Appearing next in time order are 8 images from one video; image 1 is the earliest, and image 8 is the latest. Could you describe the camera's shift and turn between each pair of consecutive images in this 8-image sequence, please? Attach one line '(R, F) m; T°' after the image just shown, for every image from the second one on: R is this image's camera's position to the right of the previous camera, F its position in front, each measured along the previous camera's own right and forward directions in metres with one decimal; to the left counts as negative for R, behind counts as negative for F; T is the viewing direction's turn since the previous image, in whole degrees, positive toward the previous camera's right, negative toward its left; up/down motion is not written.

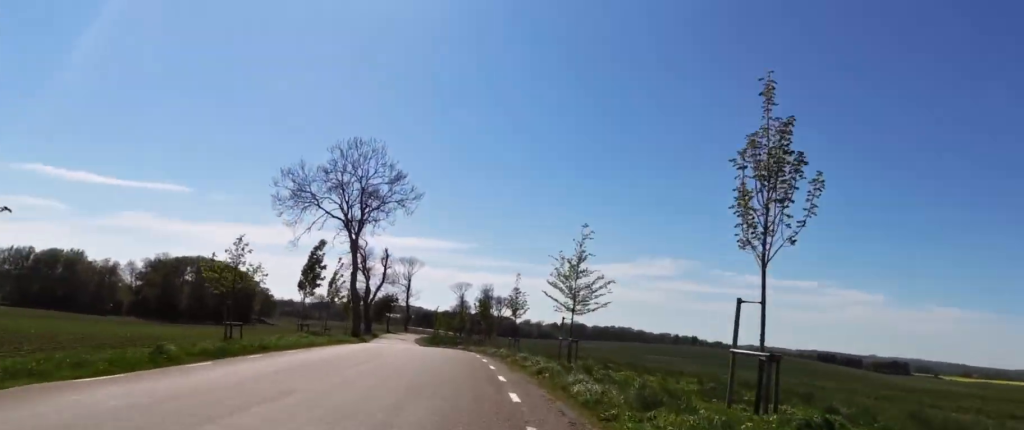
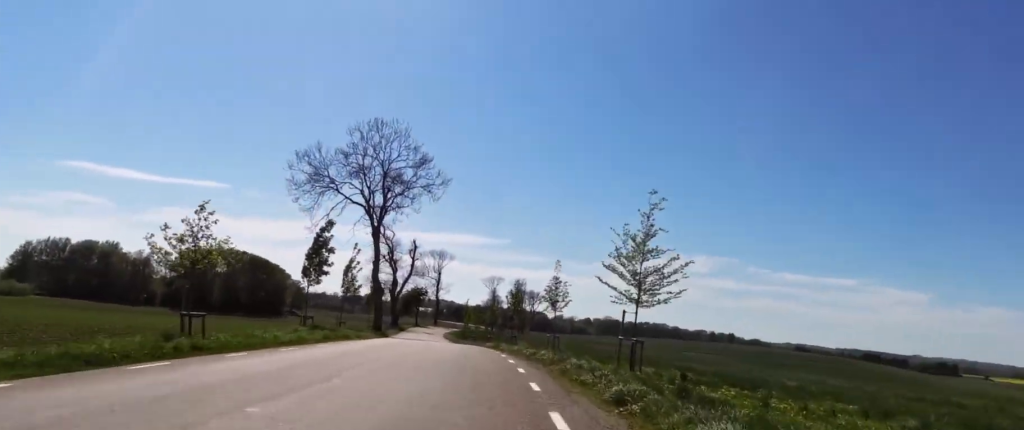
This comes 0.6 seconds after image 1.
(-0.7, +5.4) m; -5°
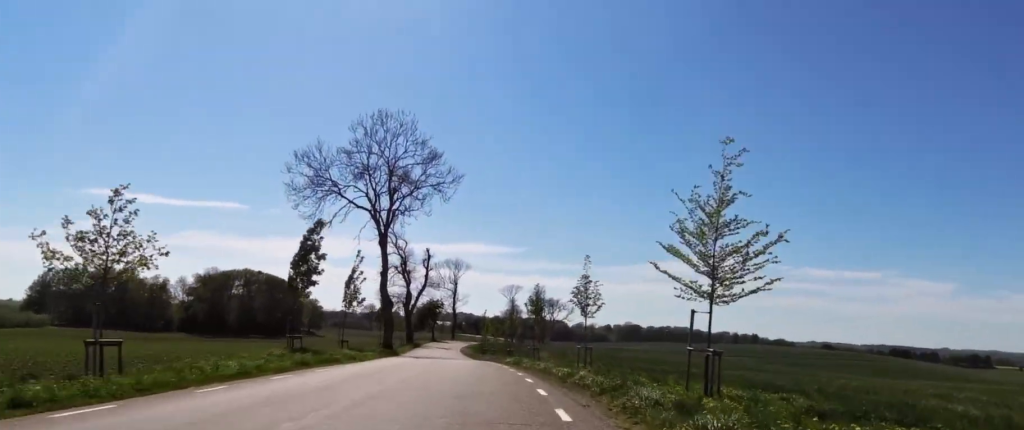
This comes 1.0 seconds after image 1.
(-0.4, +4.6) m; -5°
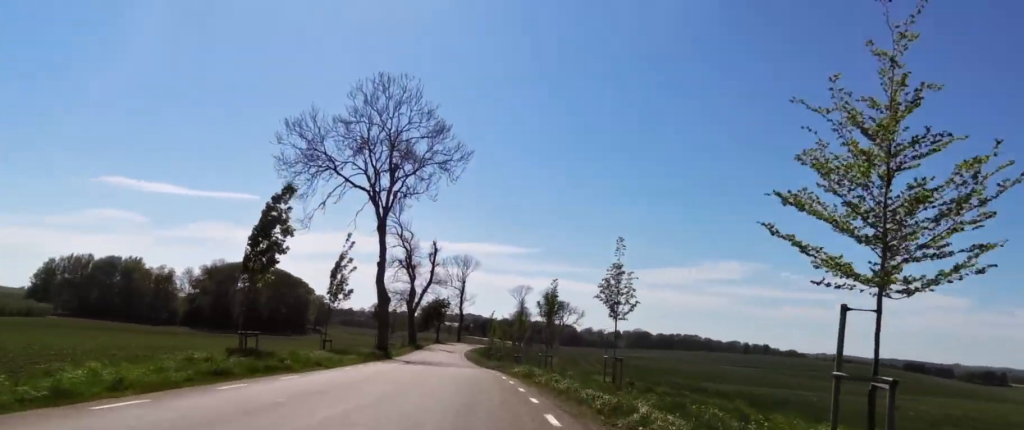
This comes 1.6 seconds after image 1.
(0.0, +5.4) m; 0°
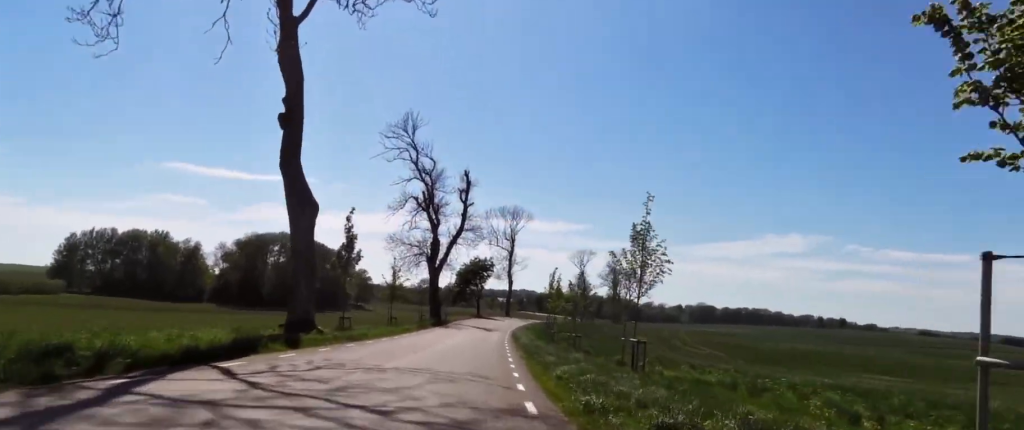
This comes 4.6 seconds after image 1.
(-0.1, +29.0) m; -5°
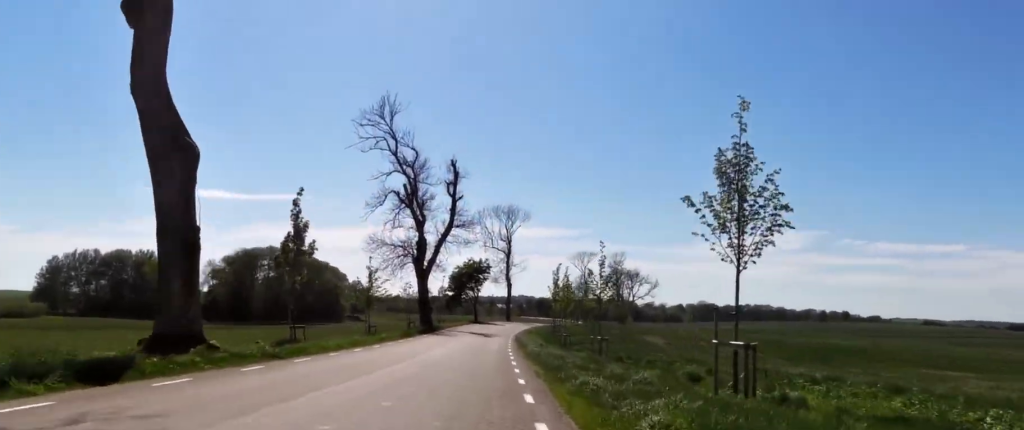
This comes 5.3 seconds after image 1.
(-0.2, +7.5) m; -3°
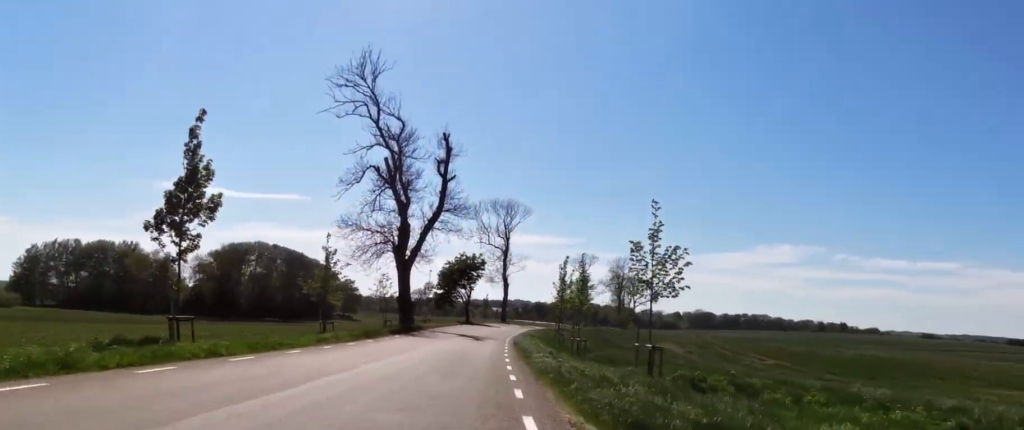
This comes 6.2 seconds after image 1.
(-0.8, +8.5) m; +2°
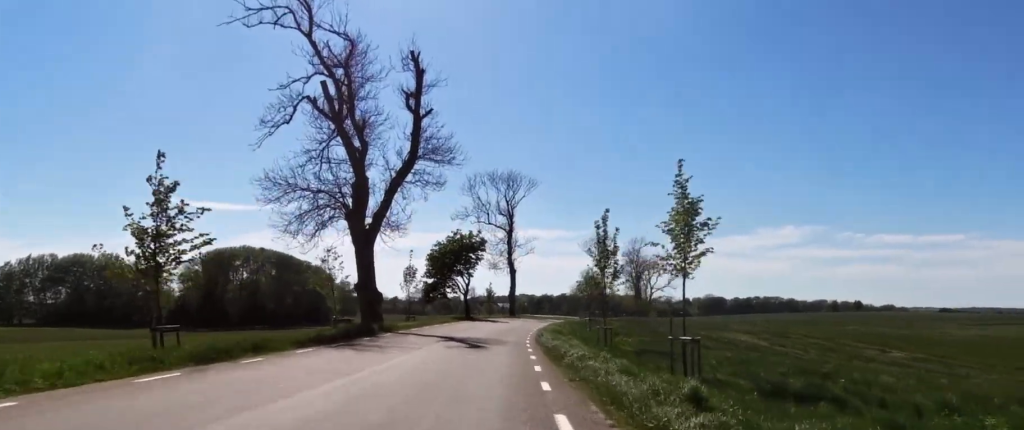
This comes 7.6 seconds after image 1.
(+1.9, +14.8) m; +7°
